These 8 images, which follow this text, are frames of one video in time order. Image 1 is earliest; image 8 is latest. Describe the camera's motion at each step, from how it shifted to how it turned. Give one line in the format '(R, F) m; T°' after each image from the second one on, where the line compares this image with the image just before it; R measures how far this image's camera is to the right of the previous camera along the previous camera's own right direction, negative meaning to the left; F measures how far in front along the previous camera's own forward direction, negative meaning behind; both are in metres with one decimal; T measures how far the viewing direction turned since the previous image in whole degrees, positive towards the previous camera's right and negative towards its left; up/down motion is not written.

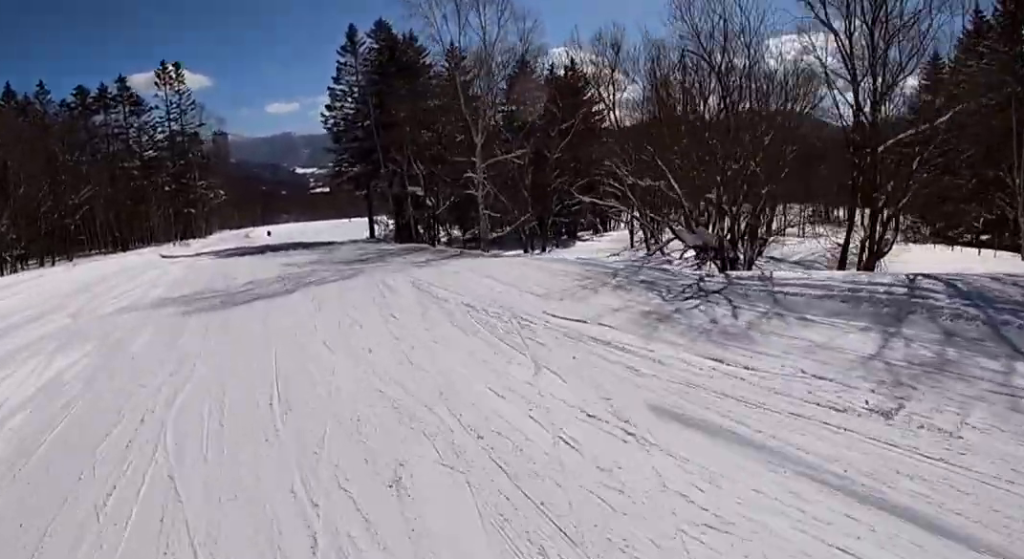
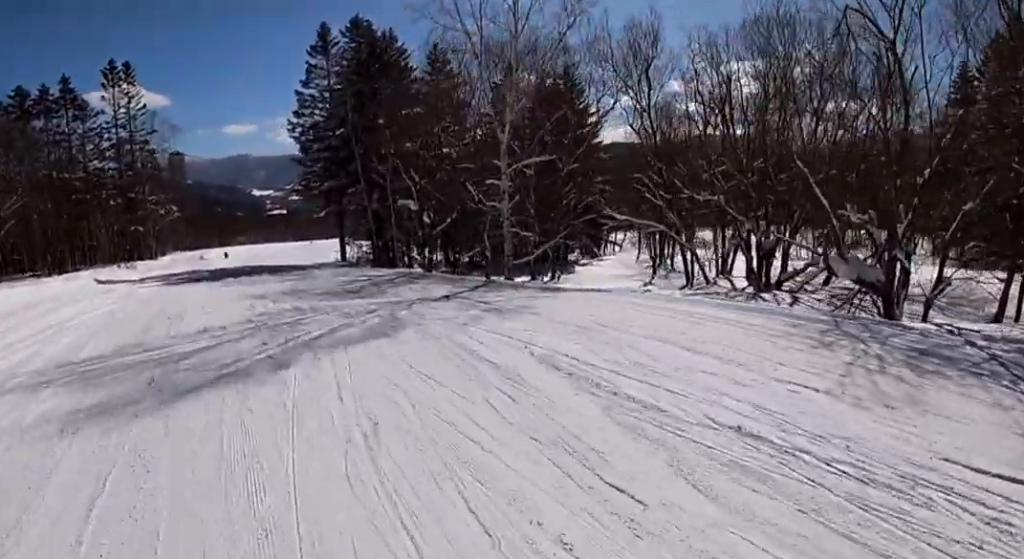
(+0.5, +7.1) m; 0°
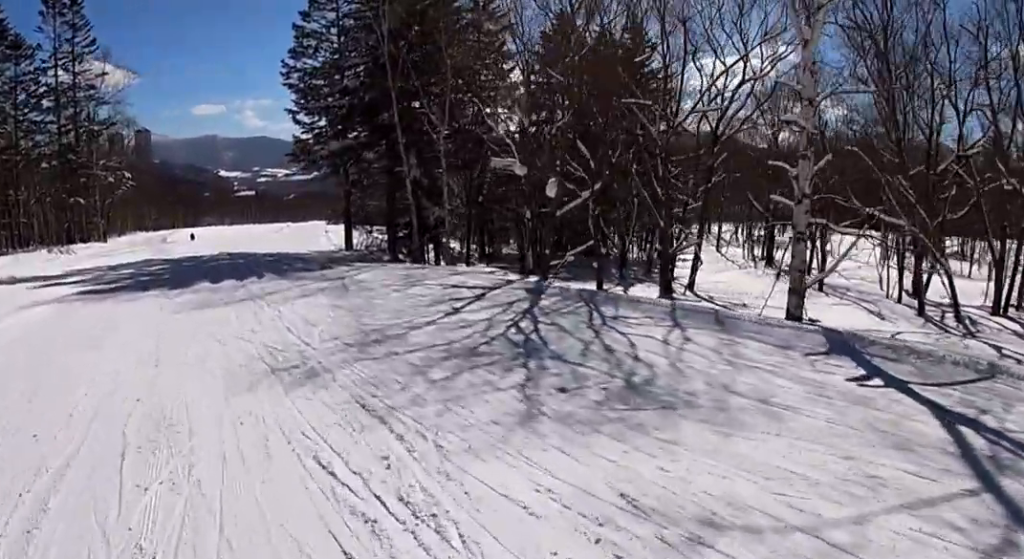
(-0.6, +14.9) m; -4°
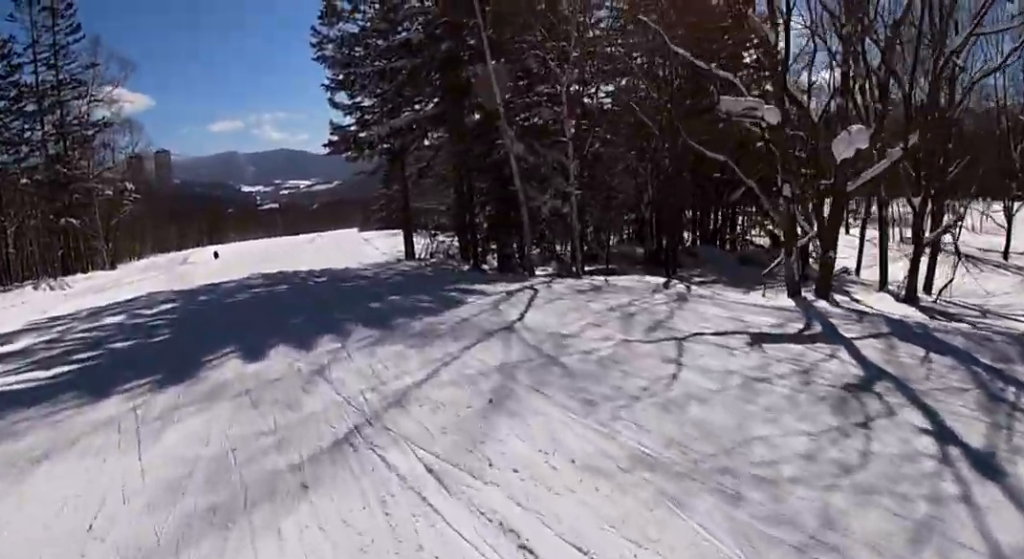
(0.0, +10.2) m; +1°
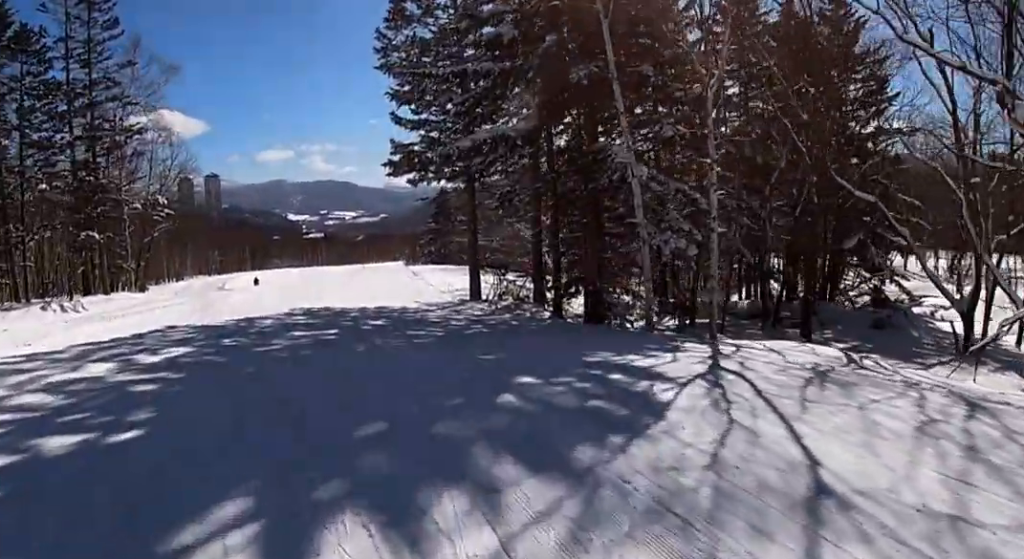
(-0.1, +5.5) m; +2°
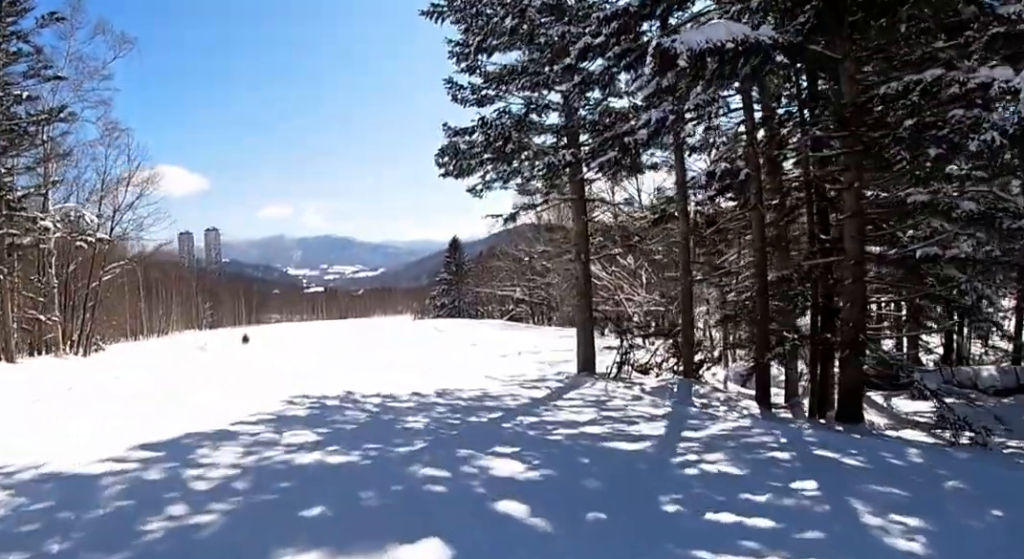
(0.0, +13.4) m; -3°
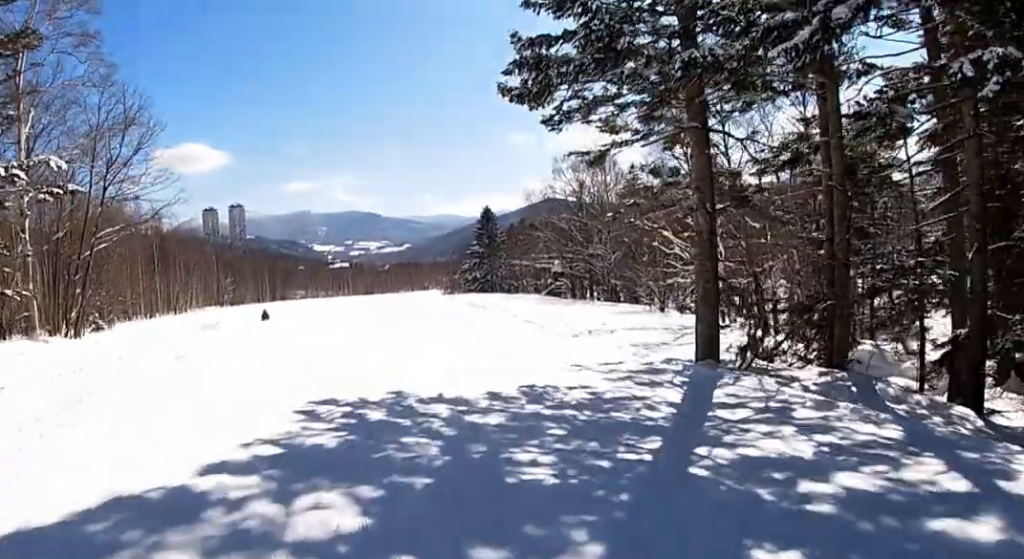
(-0.6, +5.3) m; 0°
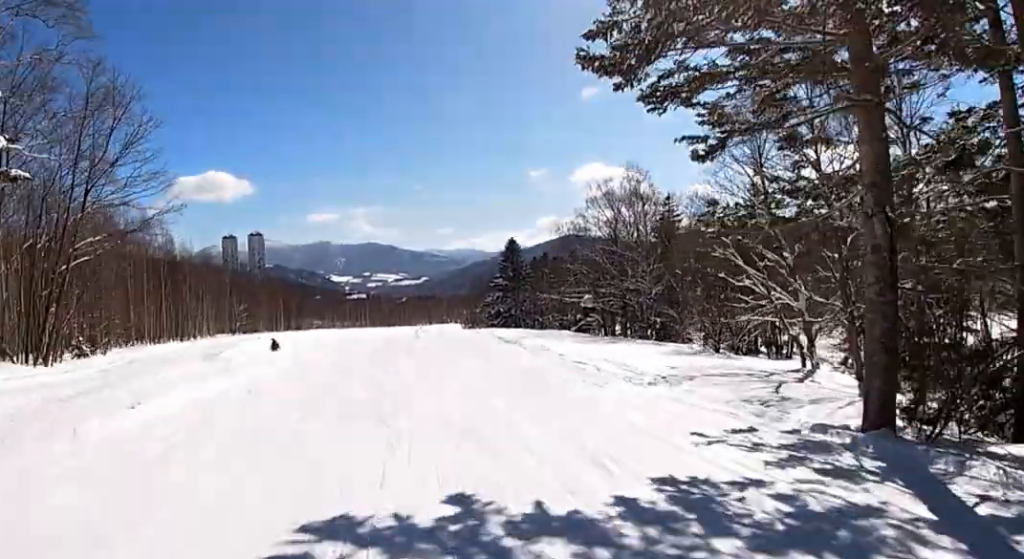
(+0.6, +5.0) m; +6°
